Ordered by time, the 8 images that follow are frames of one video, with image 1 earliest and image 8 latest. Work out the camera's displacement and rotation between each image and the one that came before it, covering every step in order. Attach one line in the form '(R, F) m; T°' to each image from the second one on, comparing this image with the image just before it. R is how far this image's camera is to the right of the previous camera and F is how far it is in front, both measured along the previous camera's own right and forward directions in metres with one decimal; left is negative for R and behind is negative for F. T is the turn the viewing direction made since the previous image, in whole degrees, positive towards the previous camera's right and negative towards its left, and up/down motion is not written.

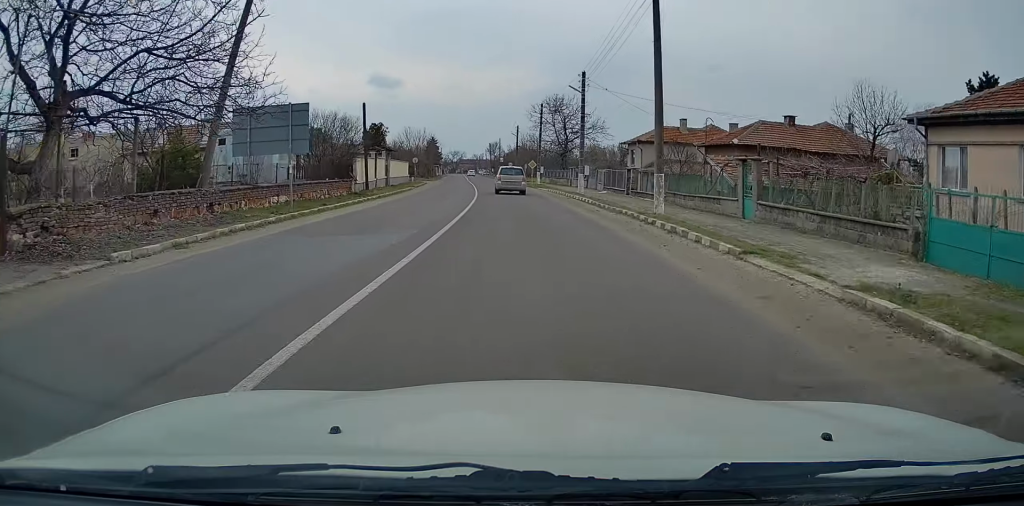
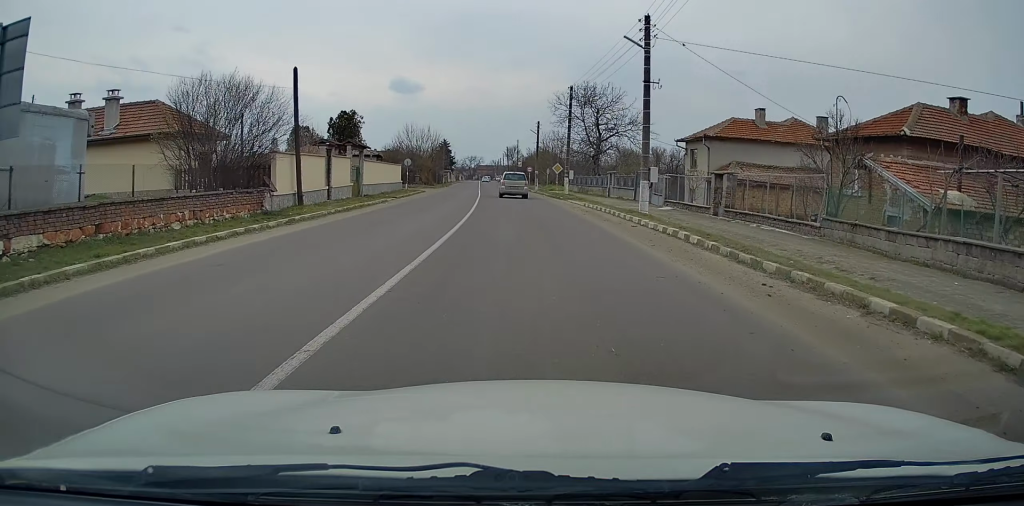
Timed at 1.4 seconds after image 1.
(-0.2, +15.5) m; -1°
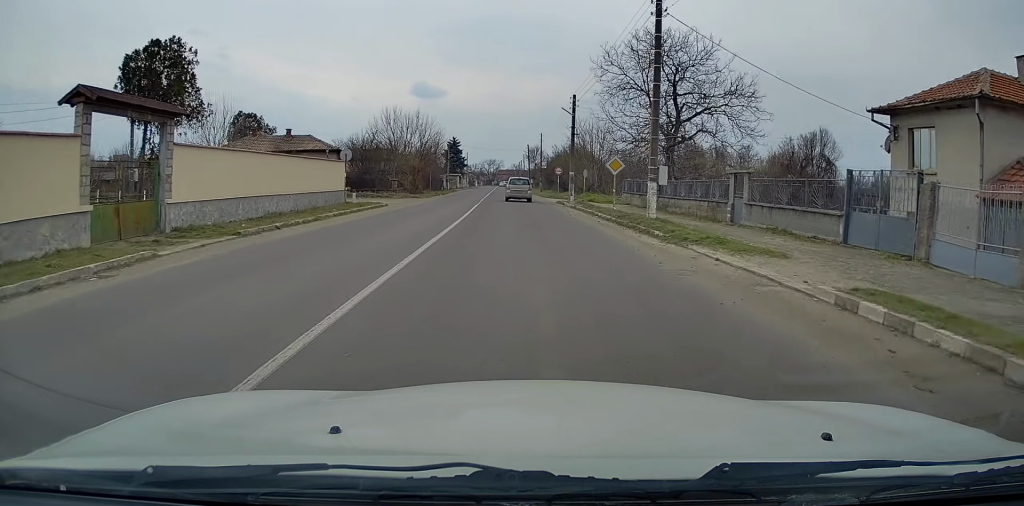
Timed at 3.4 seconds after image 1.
(-0.4, +24.6) m; -2°
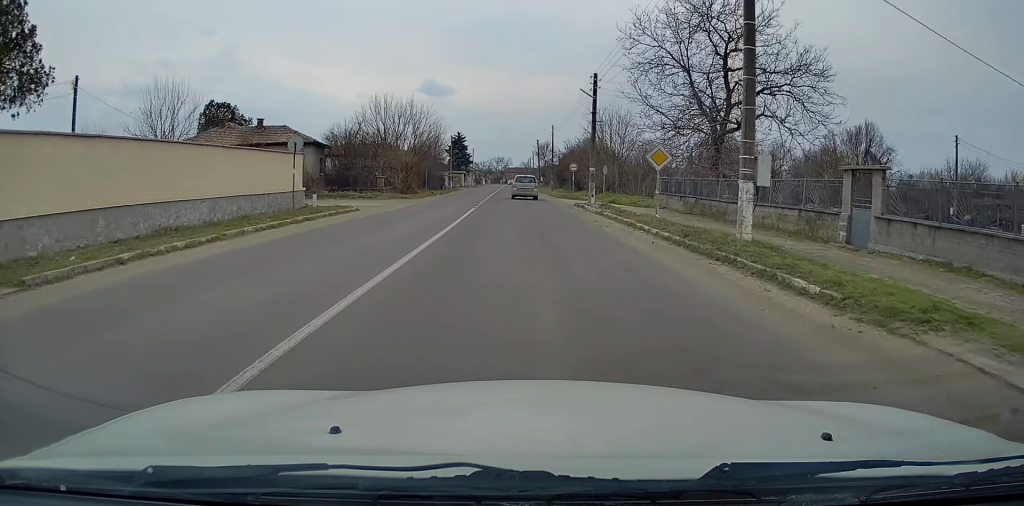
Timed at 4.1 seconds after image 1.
(-0.1, +8.3) m; -1°
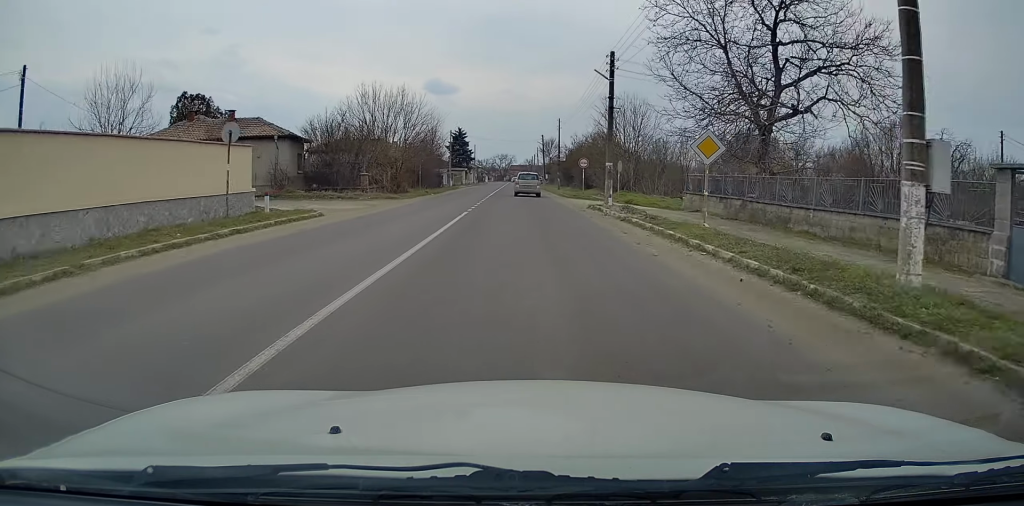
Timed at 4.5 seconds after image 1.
(0.0, +5.7) m; 0°
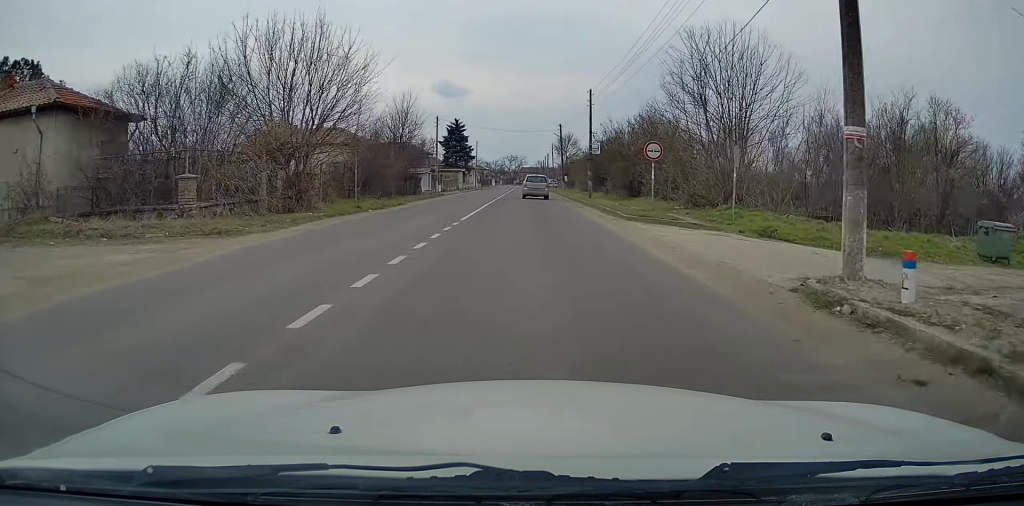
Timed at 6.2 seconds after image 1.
(-0.4, +22.7) m; -1°
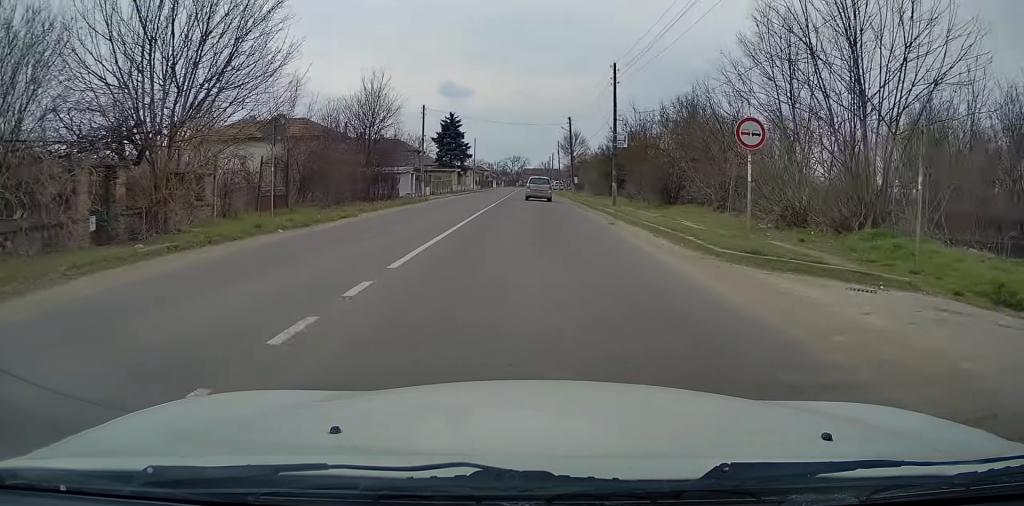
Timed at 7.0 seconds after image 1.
(0.0, +10.4) m; 0°
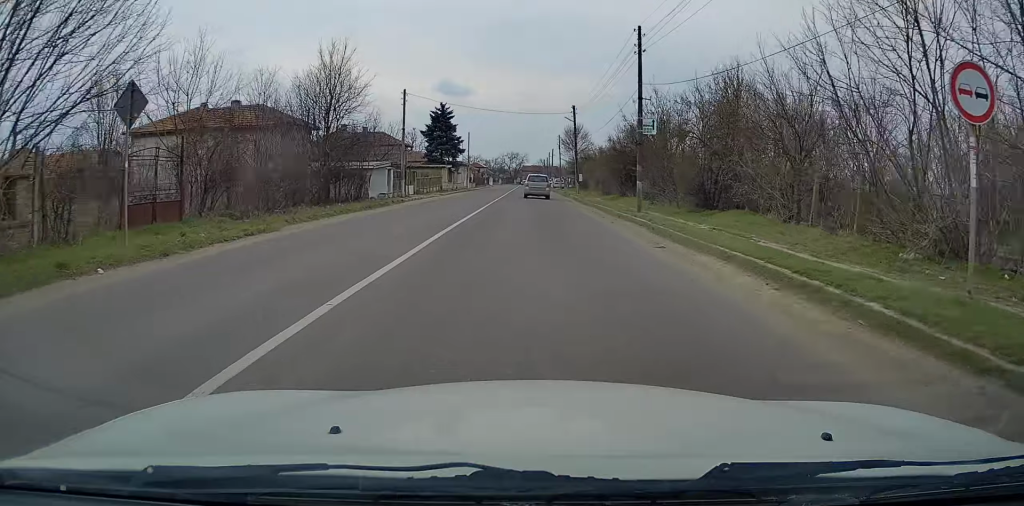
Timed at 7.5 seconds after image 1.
(0.0, +7.8) m; 0°
